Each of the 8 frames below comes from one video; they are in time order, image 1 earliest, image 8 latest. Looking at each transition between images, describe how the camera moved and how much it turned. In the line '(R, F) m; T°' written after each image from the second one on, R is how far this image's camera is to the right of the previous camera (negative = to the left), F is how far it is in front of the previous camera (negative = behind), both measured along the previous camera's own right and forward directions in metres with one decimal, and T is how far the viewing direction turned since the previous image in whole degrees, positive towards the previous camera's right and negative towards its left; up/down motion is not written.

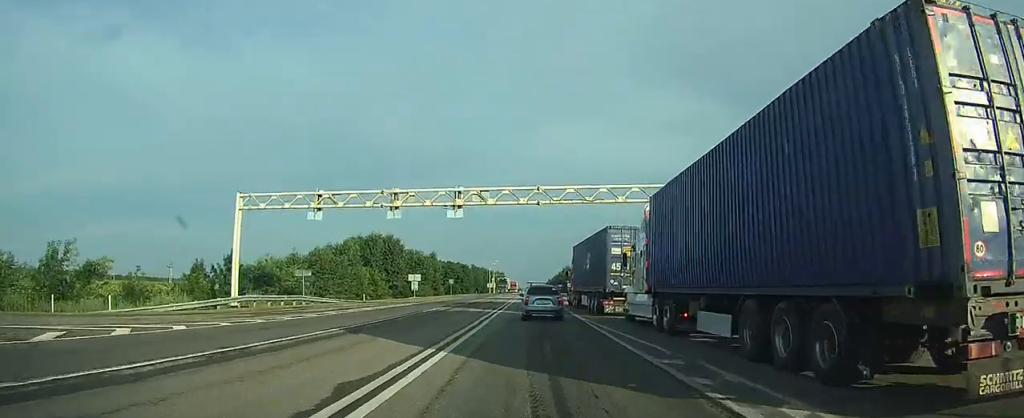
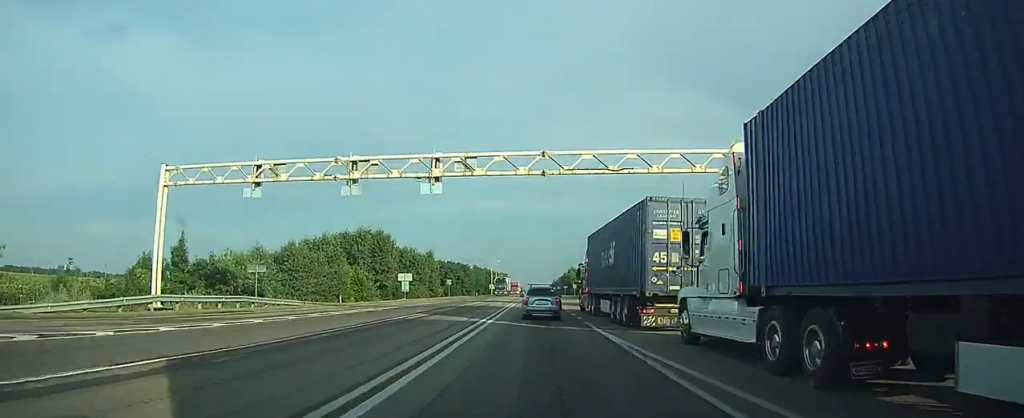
(+0.1, +8.5) m; 0°
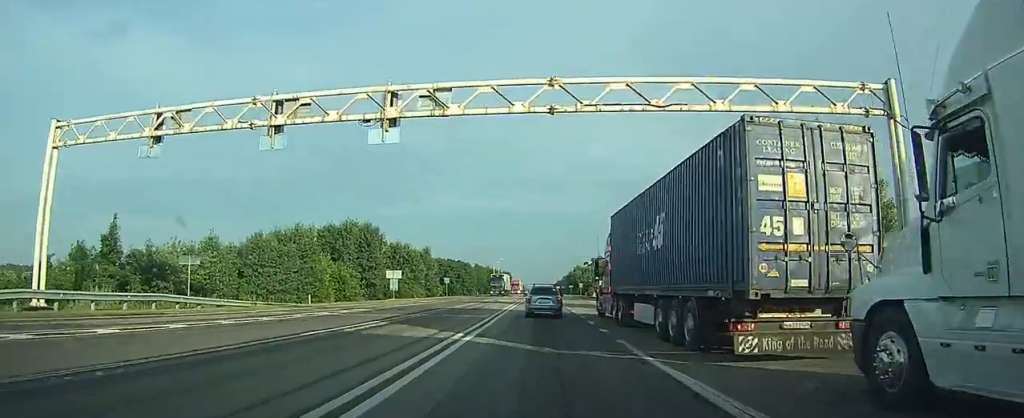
(0.0, +8.0) m; 0°
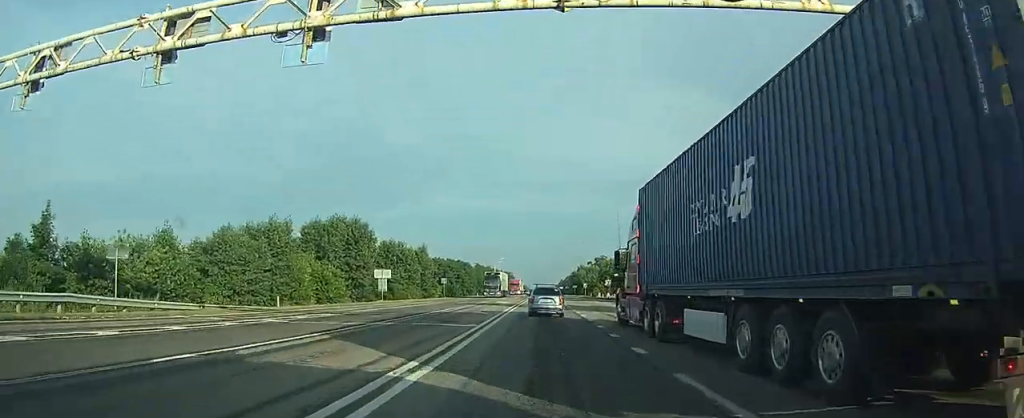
(0.0, +5.7) m; 0°
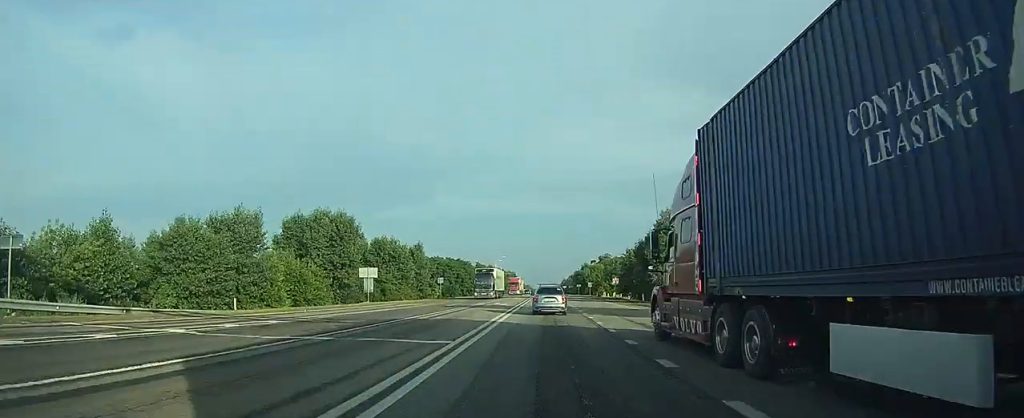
(0.0, +5.9) m; 0°
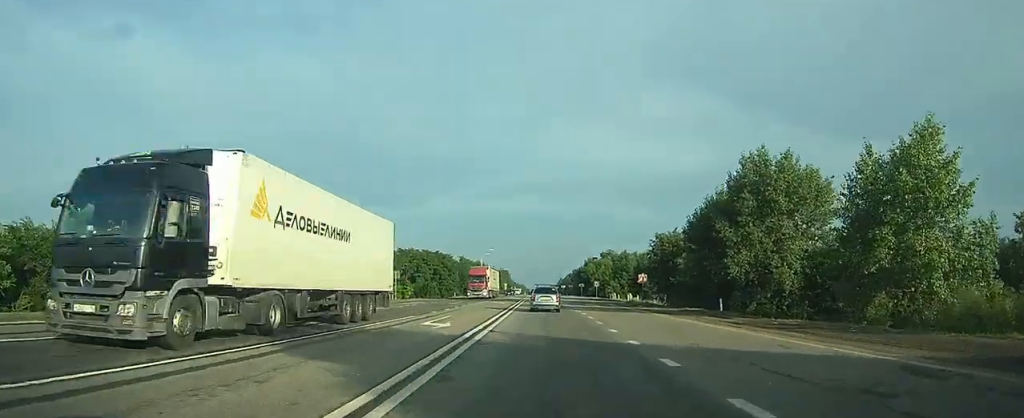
(0.0, +25.9) m; 0°
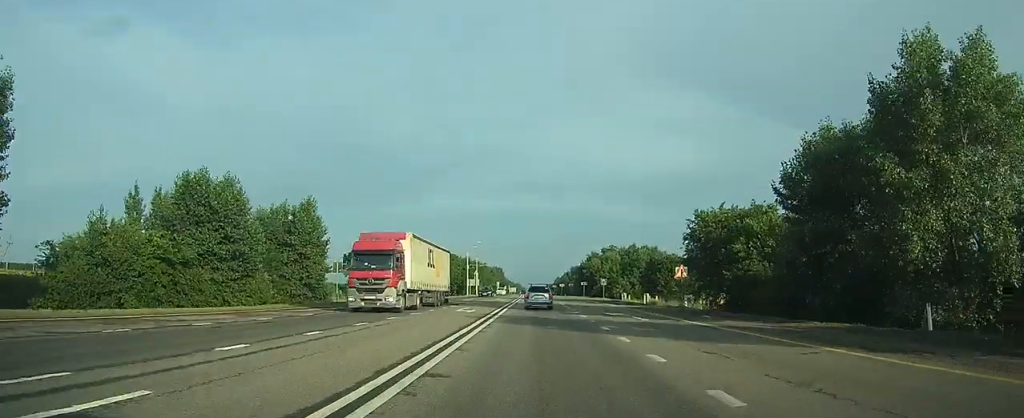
(+0.1, +18.4) m; 0°
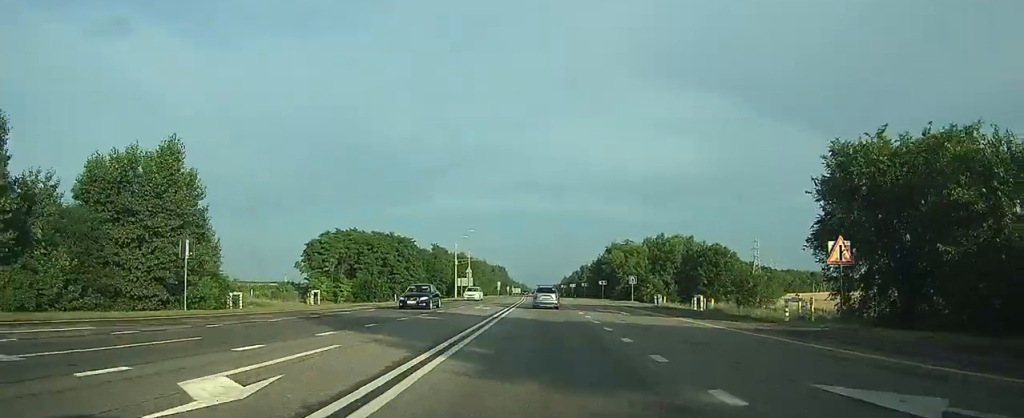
(0.0, +23.0) m; 0°
